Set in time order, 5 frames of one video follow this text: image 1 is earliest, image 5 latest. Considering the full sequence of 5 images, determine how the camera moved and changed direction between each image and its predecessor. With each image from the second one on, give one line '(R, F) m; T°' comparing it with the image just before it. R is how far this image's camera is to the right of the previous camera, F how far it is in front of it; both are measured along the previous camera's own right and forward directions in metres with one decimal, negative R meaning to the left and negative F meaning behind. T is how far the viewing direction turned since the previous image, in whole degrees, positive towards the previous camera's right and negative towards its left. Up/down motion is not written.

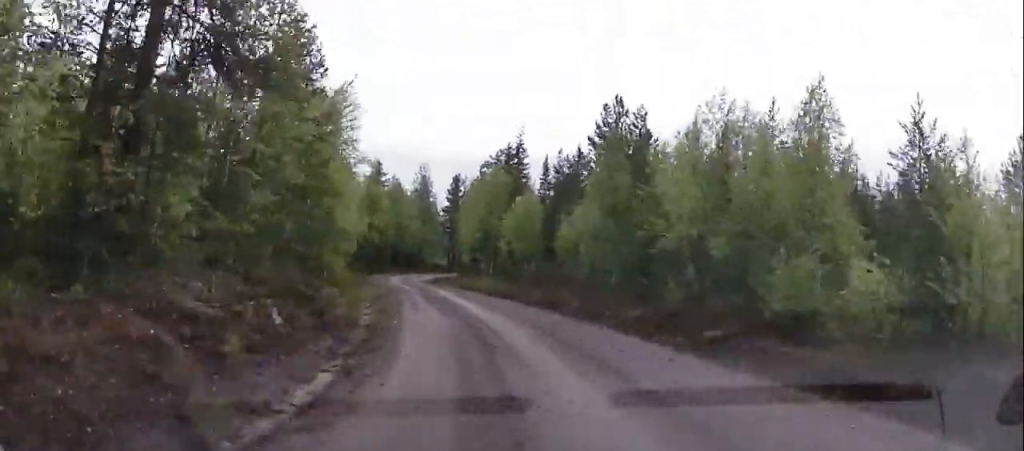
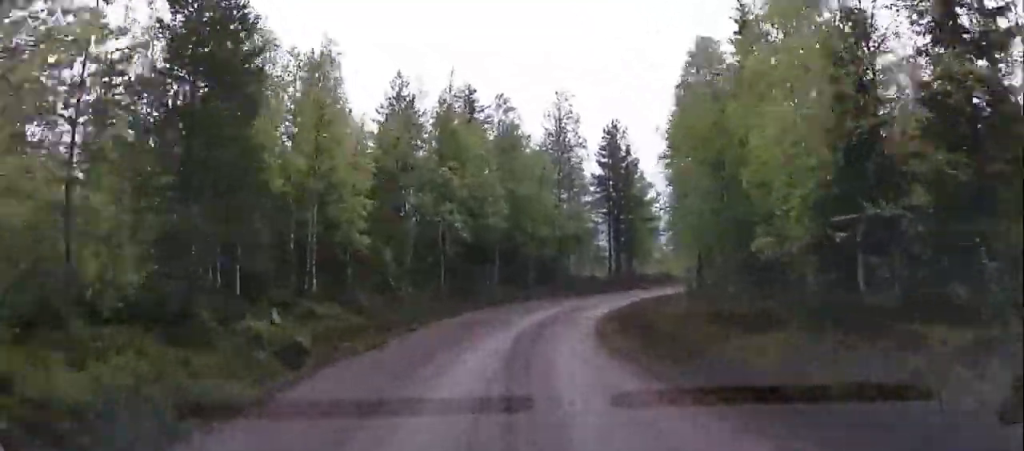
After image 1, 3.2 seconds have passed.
(-4.6, +45.9) m; -6°
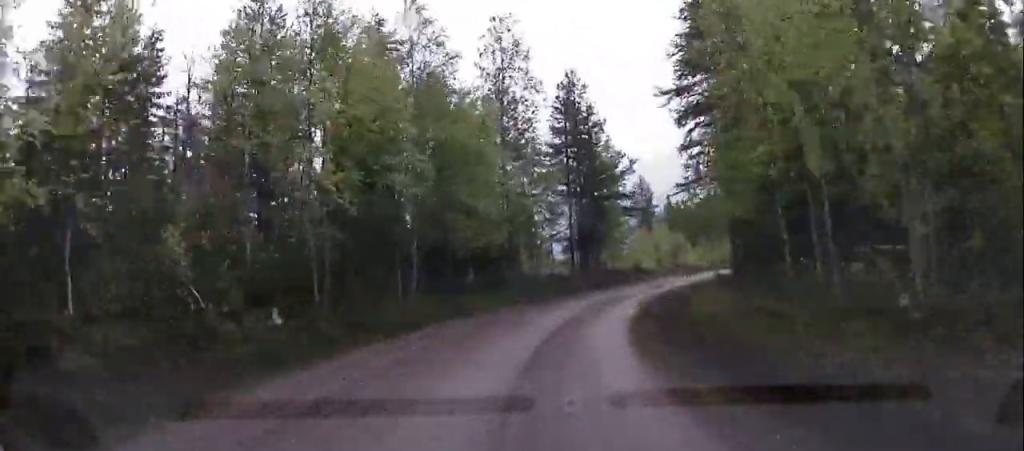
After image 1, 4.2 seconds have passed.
(+0.5, +13.9) m; +5°
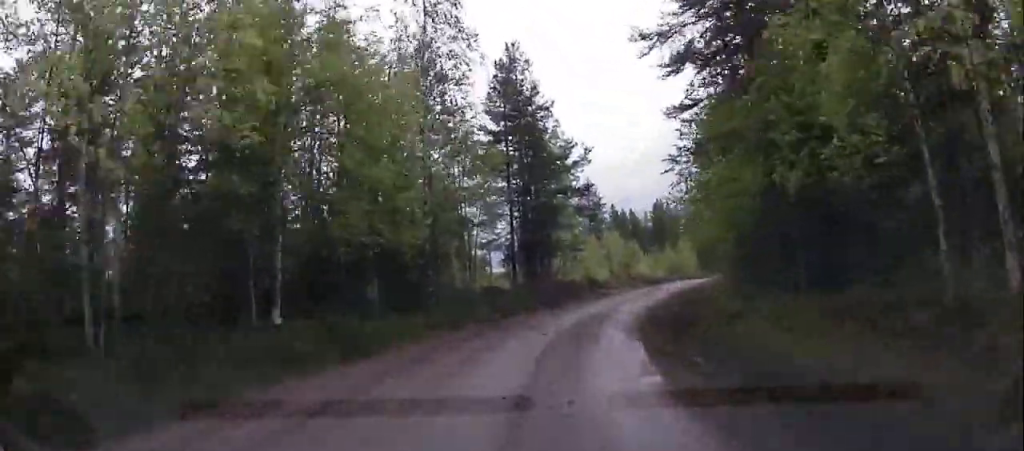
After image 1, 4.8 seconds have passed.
(+0.3, +8.4) m; +4°
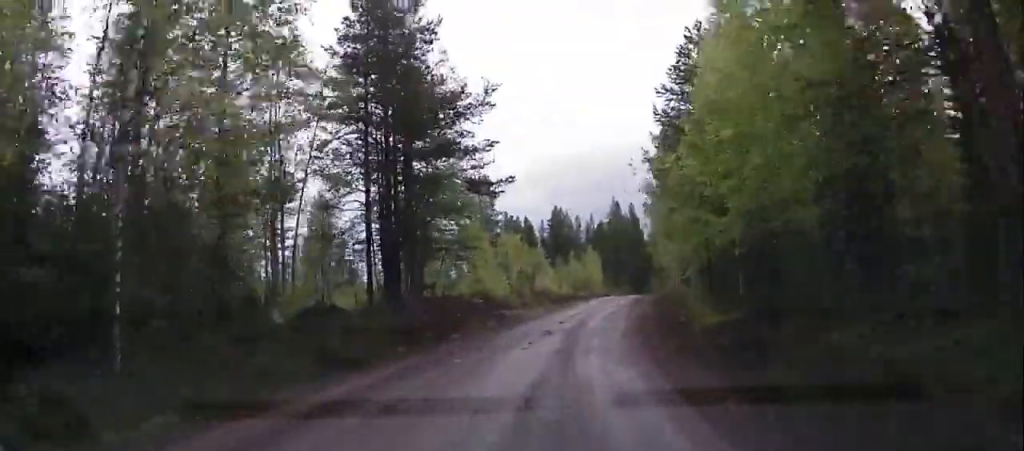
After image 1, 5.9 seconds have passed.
(+0.8, +13.2) m; +8°
